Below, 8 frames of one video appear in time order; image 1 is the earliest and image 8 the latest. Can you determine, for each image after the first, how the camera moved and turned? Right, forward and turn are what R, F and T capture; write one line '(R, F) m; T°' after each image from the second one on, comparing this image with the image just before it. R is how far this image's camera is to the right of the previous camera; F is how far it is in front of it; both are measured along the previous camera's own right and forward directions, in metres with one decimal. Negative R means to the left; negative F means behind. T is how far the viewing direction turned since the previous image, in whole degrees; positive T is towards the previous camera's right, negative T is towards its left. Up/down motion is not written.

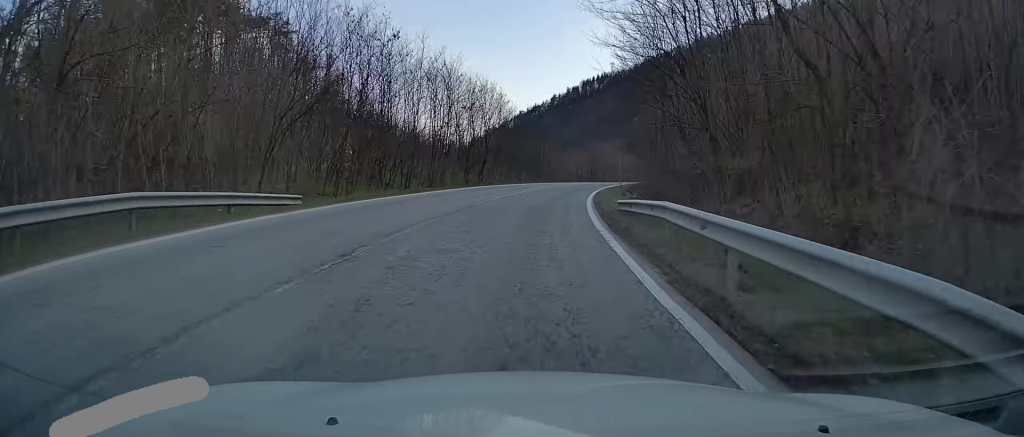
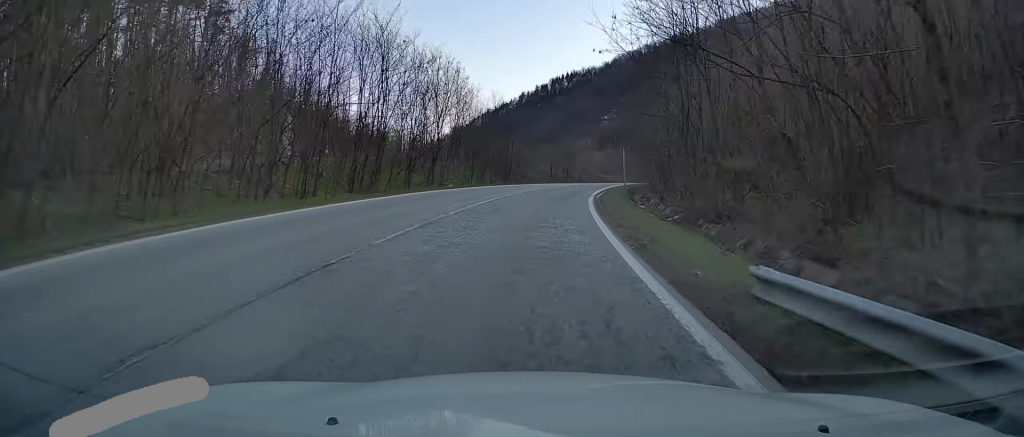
(+0.2, +13.3) m; +3°
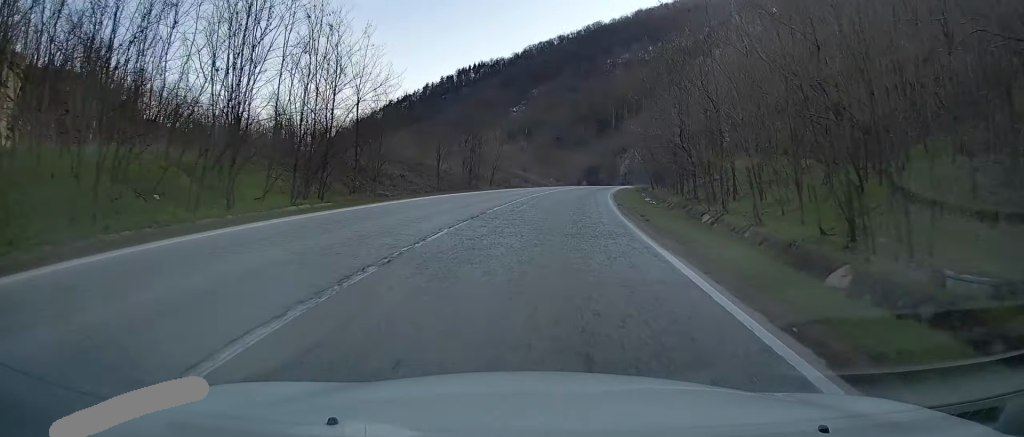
(+3.3, +39.9) m; +10°
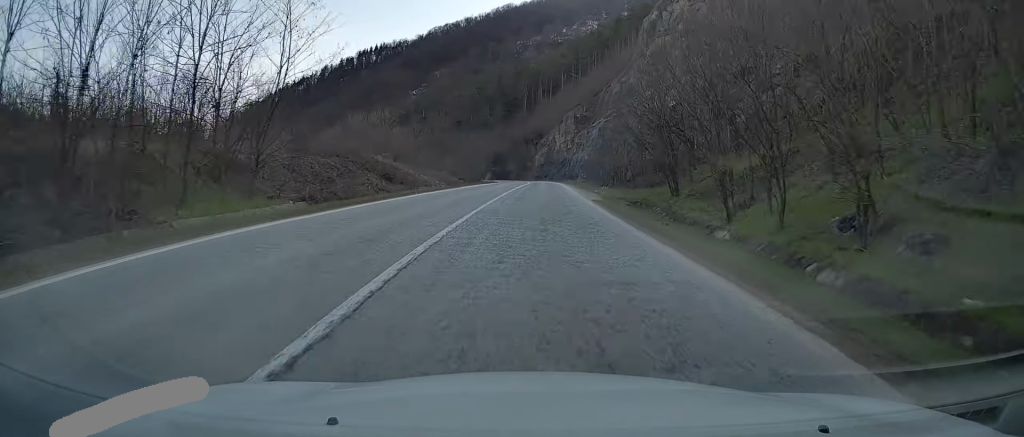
(+2.4, +38.7) m; +5°
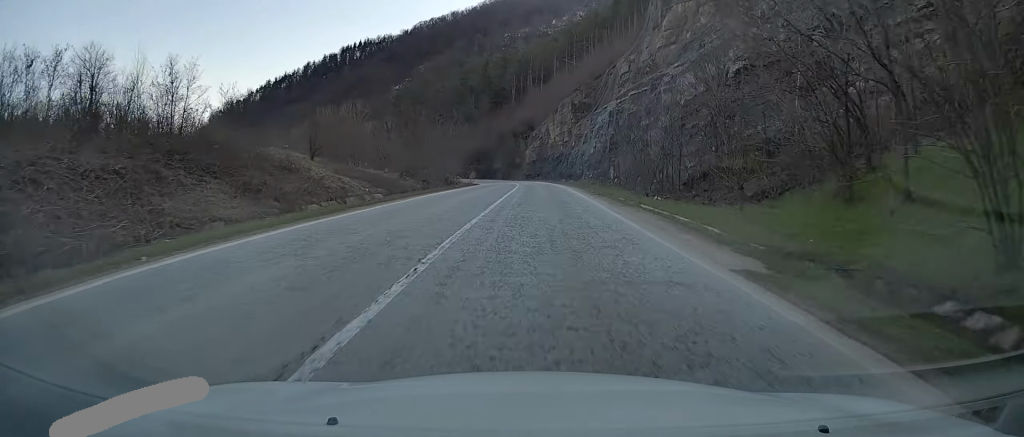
(0.0, +21.2) m; 0°
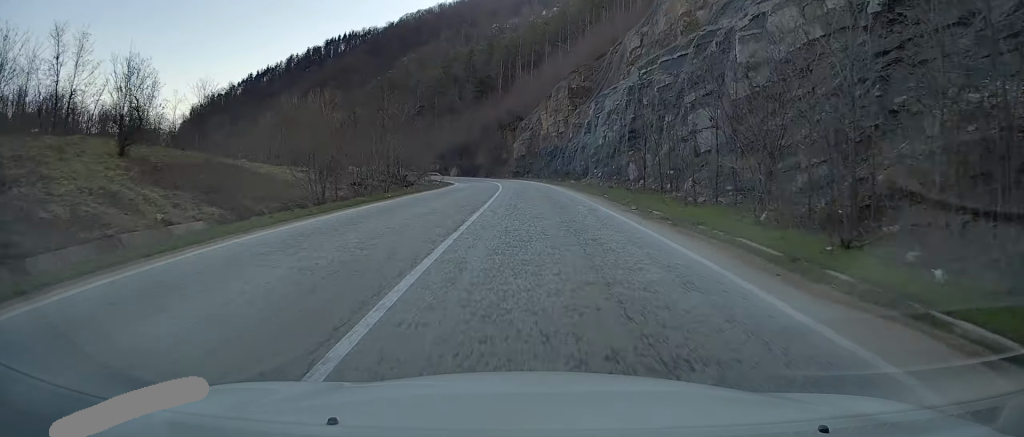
(0.0, +18.7) m; 0°
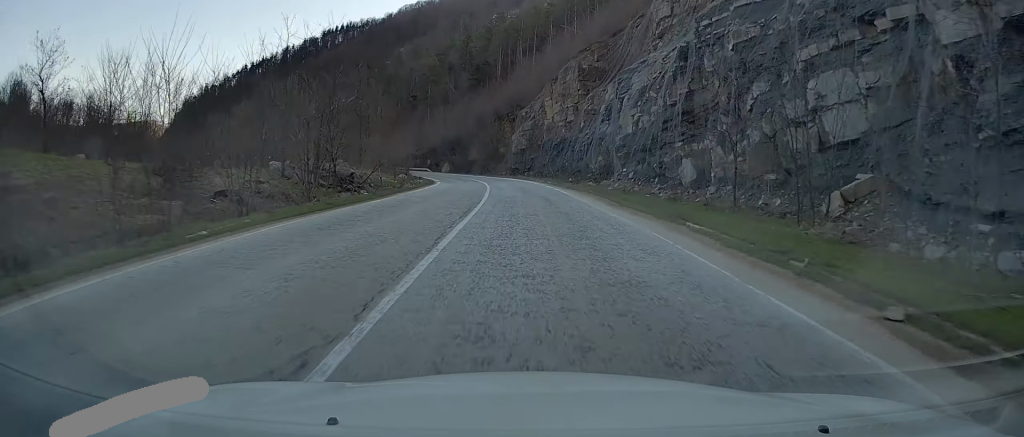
(0.0, +16.0) m; -1°
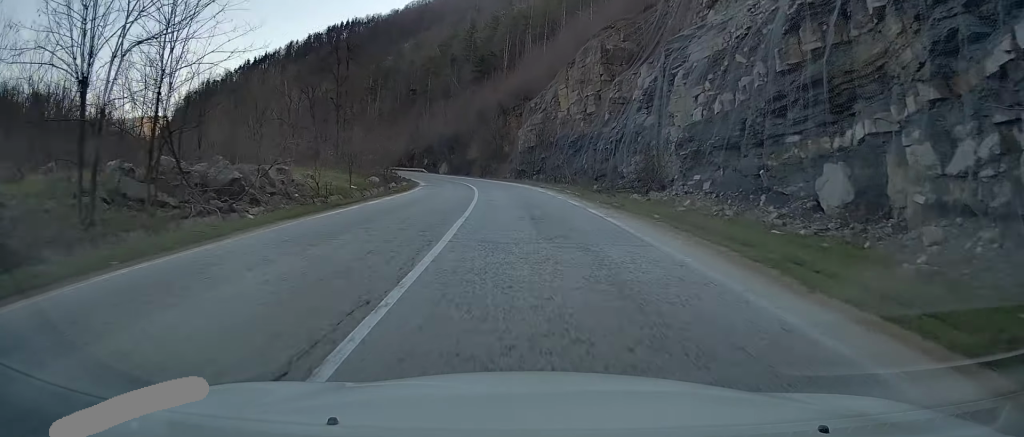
(+0.1, +15.1) m; -1°
